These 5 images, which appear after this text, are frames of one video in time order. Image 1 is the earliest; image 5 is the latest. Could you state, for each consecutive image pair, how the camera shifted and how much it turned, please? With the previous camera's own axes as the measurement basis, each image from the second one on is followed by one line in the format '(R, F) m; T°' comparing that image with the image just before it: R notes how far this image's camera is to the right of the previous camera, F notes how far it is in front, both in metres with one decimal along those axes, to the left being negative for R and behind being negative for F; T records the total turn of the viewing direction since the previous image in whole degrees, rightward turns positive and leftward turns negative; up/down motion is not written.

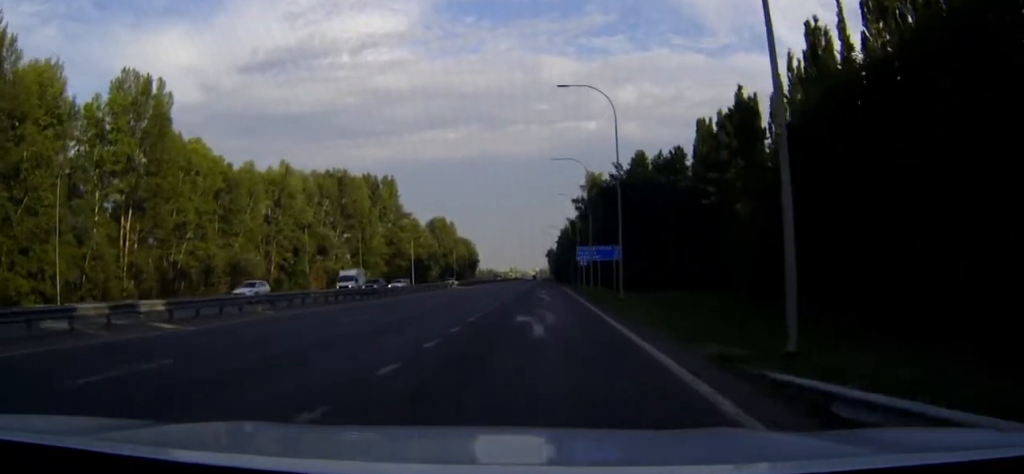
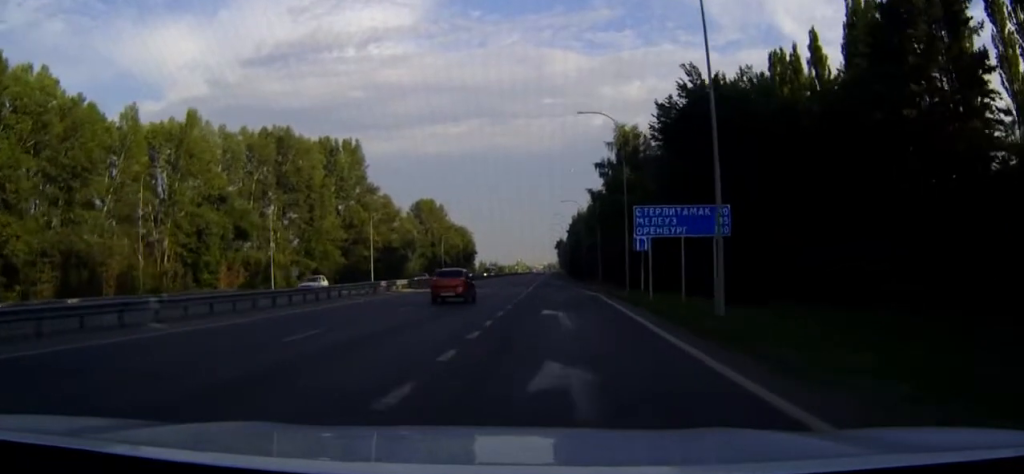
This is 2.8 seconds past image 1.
(0.0, +42.1) m; -1°
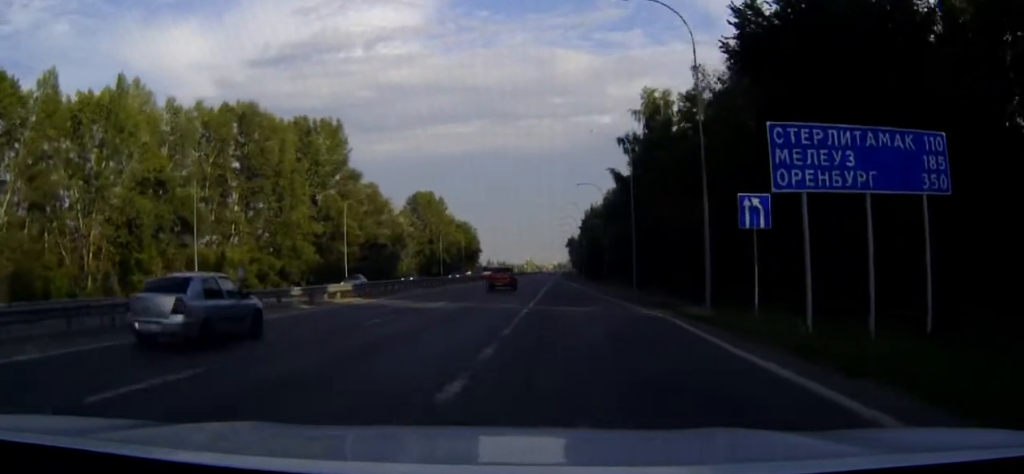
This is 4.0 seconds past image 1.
(-0.1, +19.5) m; 0°
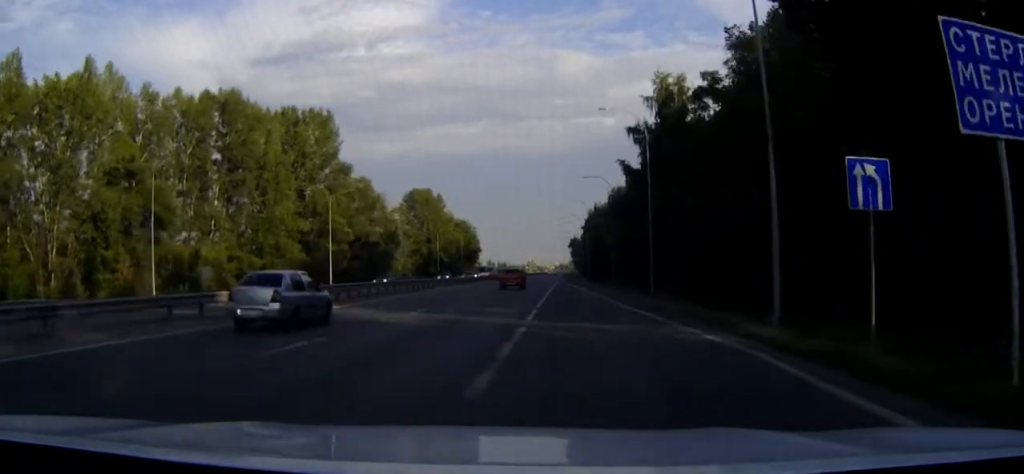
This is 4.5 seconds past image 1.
(0.0, +7.3) m; 0°
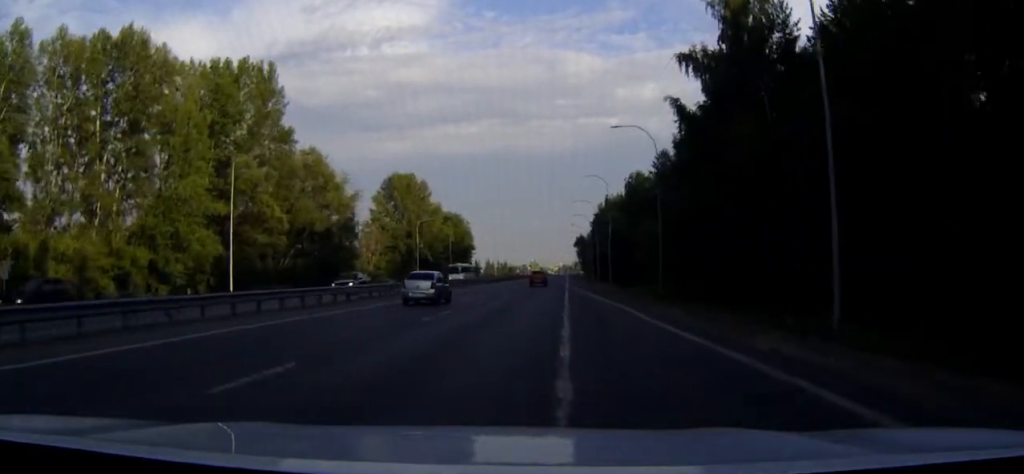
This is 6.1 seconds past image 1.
(-0.1, +27.8) m; 0°
